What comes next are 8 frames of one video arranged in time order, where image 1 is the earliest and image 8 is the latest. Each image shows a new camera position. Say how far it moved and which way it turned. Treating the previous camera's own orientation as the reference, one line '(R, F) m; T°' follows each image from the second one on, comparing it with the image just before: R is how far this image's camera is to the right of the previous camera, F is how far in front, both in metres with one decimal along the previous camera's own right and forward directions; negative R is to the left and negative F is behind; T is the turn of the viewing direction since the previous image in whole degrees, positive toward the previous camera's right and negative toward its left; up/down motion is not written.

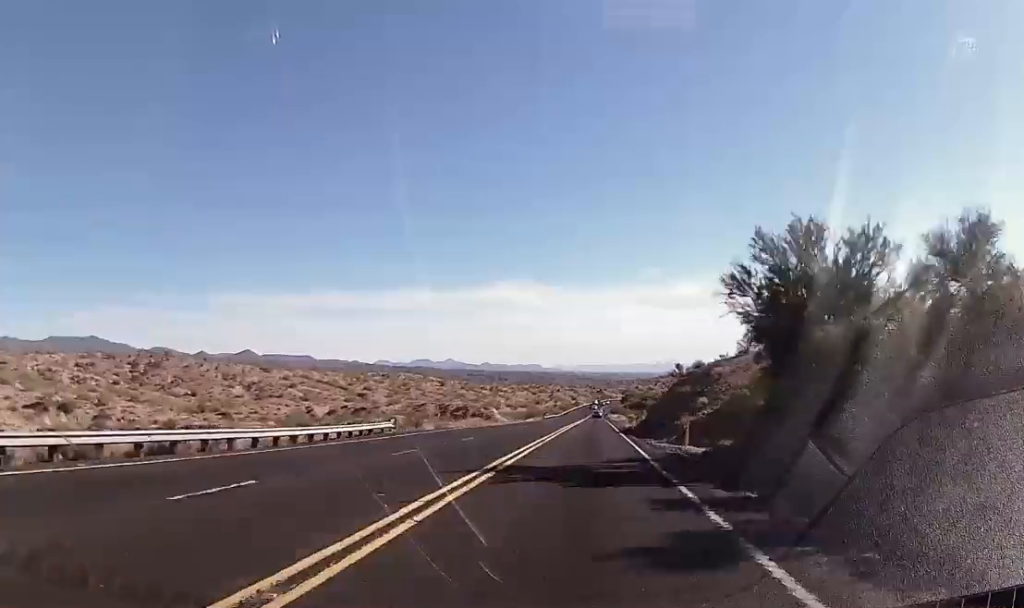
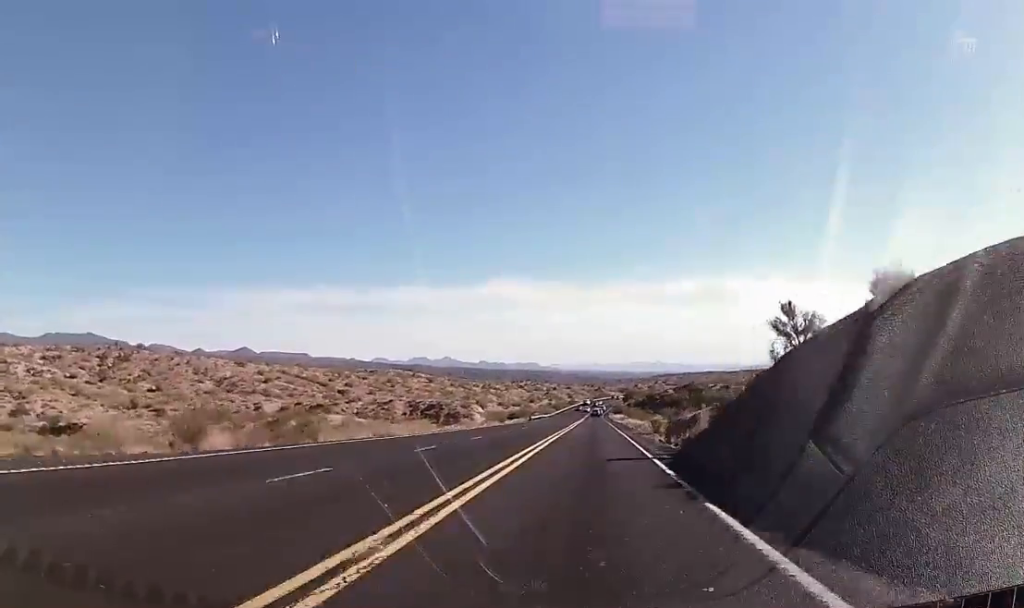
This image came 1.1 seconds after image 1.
(0.0, +33.0) m; -2°
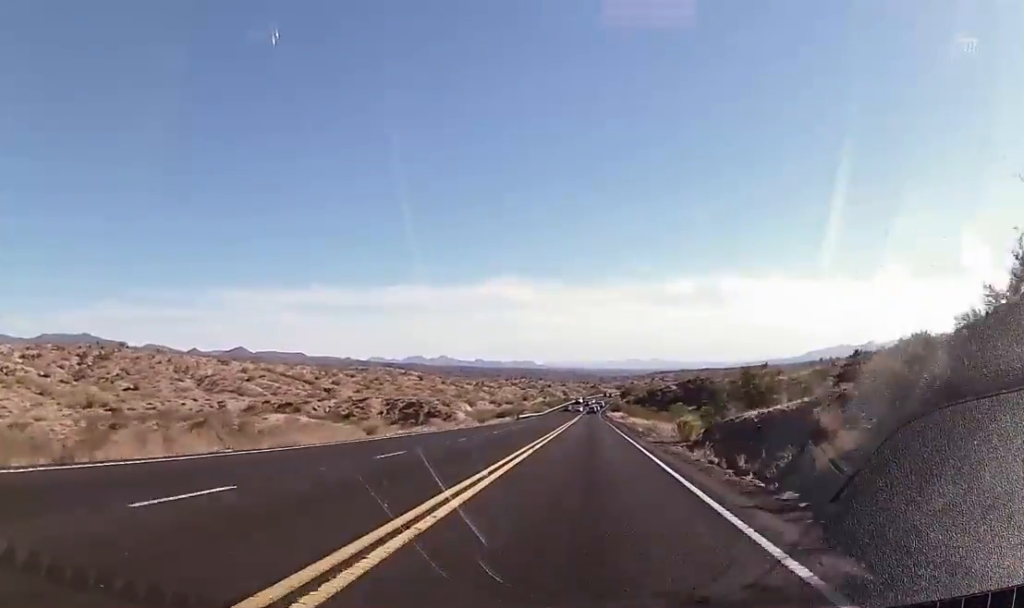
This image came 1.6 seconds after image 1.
(-0.5, +16.7) m; -2°
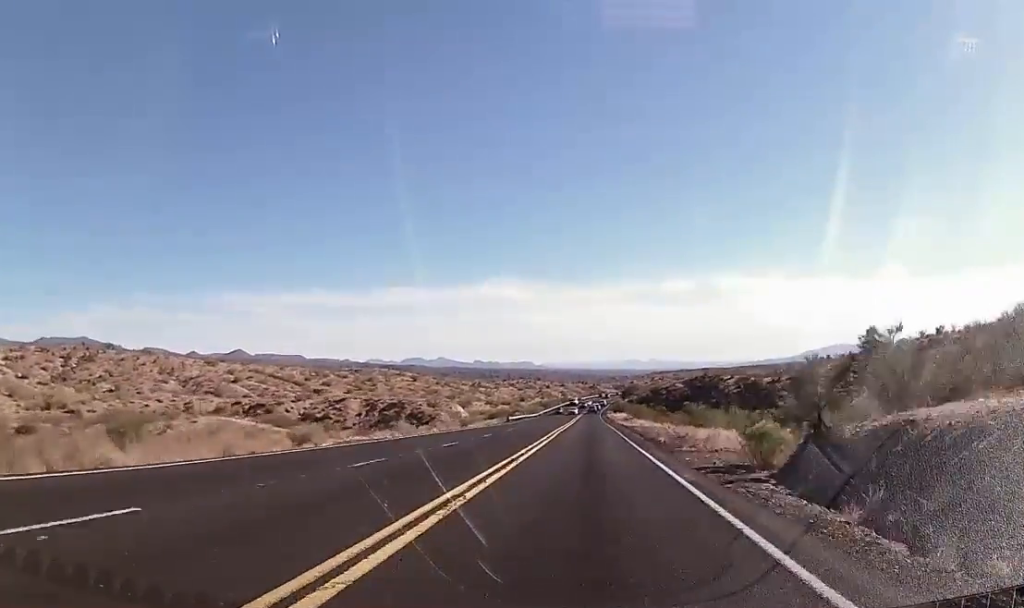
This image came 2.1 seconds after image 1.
(+0.1, +14.7) m; 0°
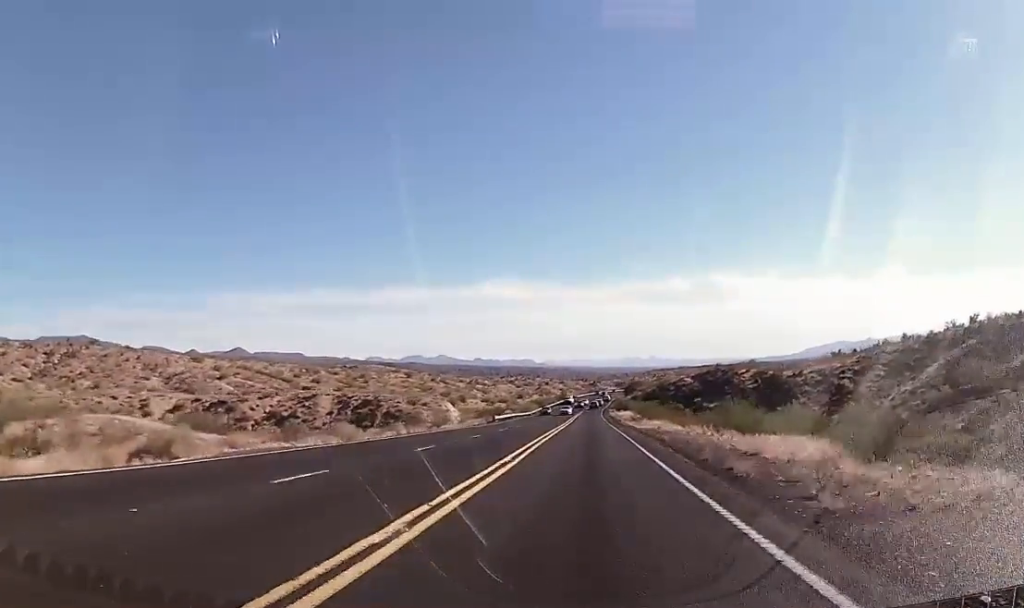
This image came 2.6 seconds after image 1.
(0.0, +16.8) m; 0°
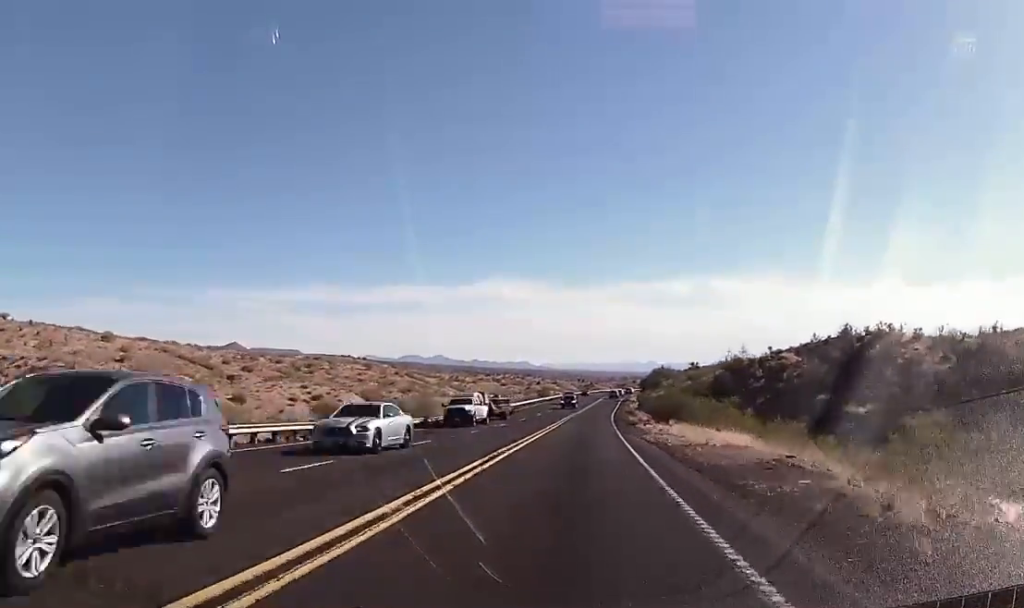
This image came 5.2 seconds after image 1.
(+0.3, +82.5) m; +1°
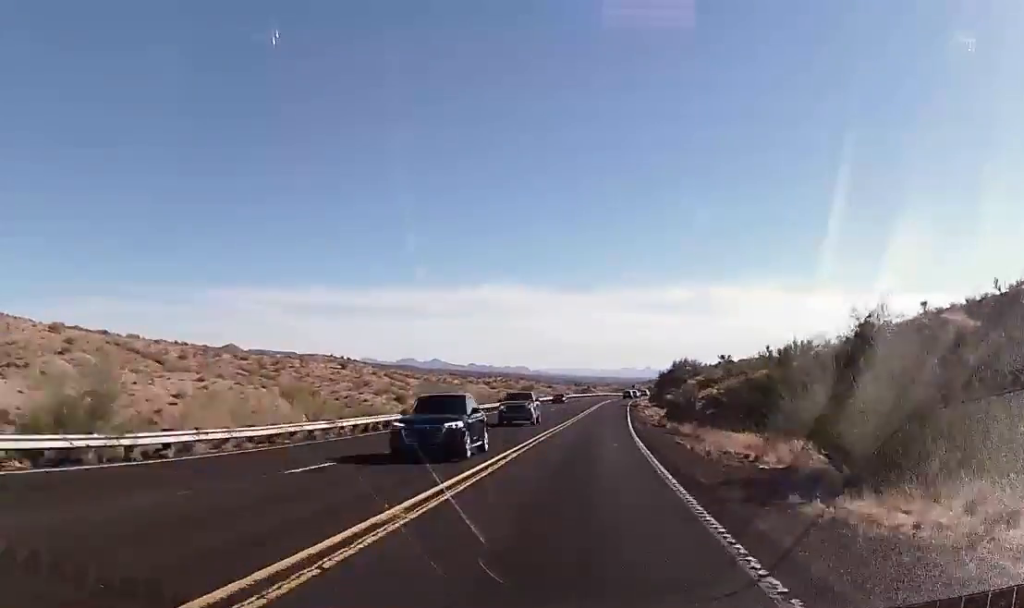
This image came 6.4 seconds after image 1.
(-0.2, +35.5) m; 0°
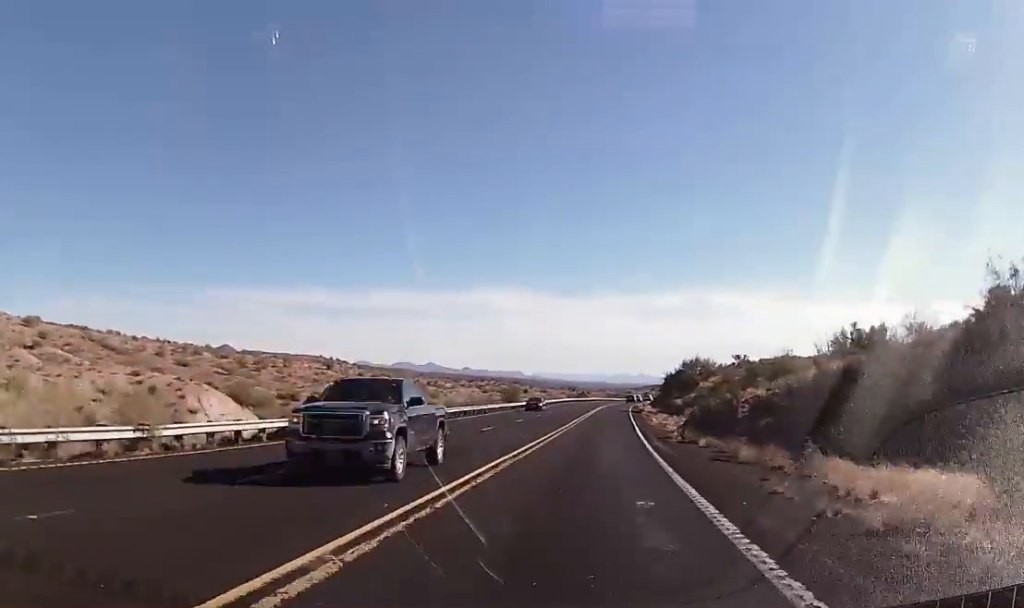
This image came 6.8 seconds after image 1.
(+0.2, +14.5) m; 0°
